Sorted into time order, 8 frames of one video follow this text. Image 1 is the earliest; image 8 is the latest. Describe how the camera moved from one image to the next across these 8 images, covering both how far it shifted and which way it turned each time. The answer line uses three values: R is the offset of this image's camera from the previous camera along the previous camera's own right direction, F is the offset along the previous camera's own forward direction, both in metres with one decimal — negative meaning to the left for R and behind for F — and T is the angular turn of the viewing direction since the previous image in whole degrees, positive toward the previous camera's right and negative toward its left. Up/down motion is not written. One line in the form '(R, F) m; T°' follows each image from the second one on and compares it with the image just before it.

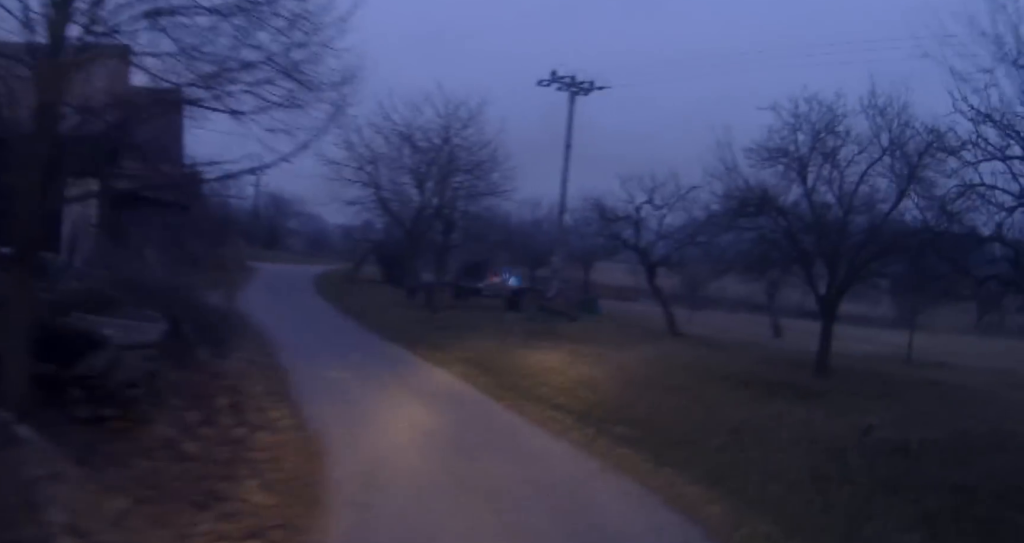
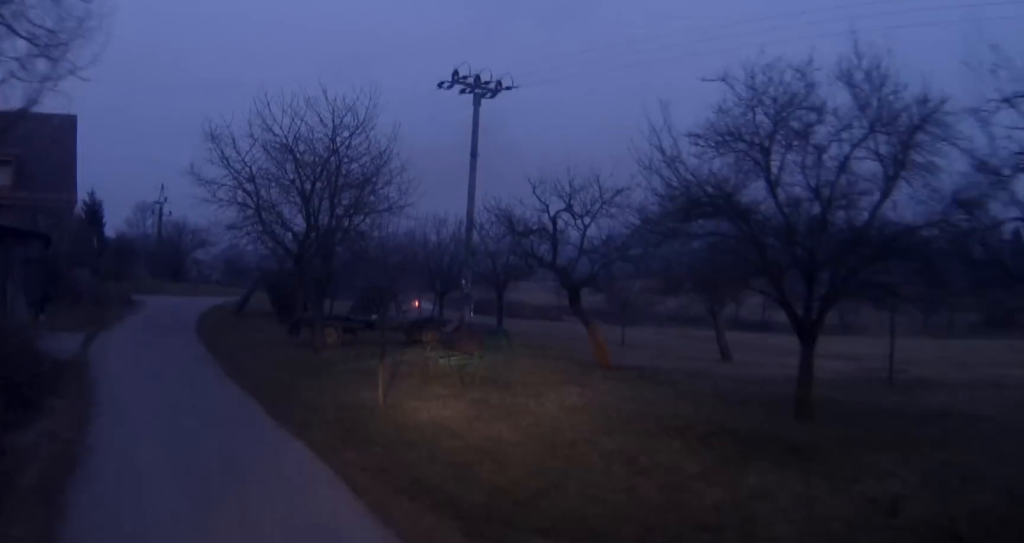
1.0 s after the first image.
(+0.6, +4.4) m; +10°
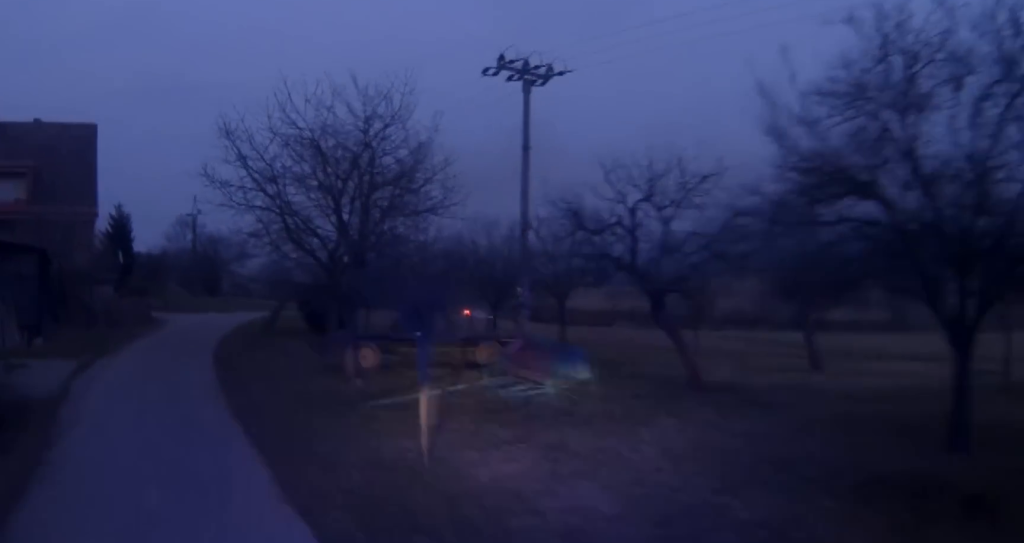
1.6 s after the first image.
(+0.1, +3.0) m; +3°
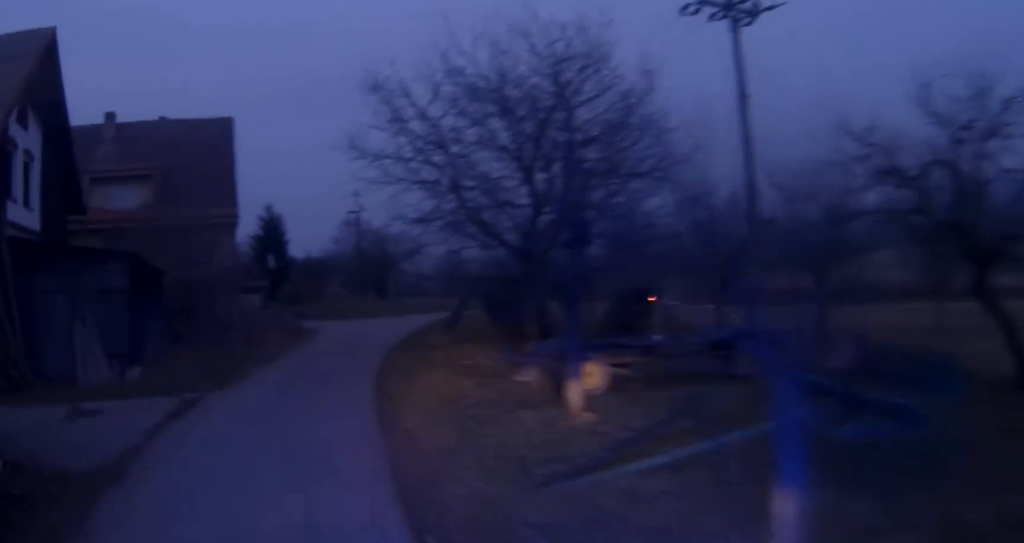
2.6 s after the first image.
(+0.1, +4.6) m; -5°
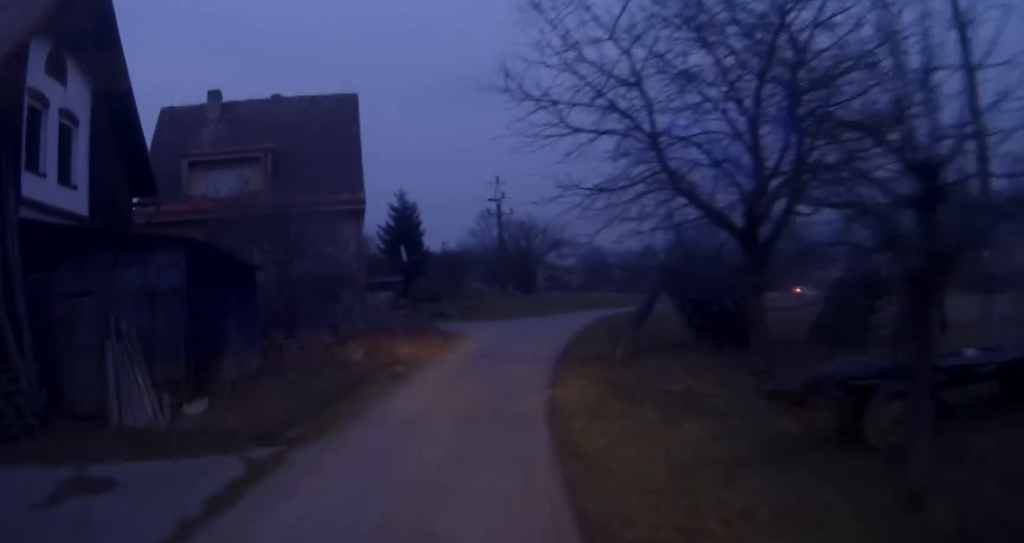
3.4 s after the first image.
(-0.5, +2.9) m; -7°
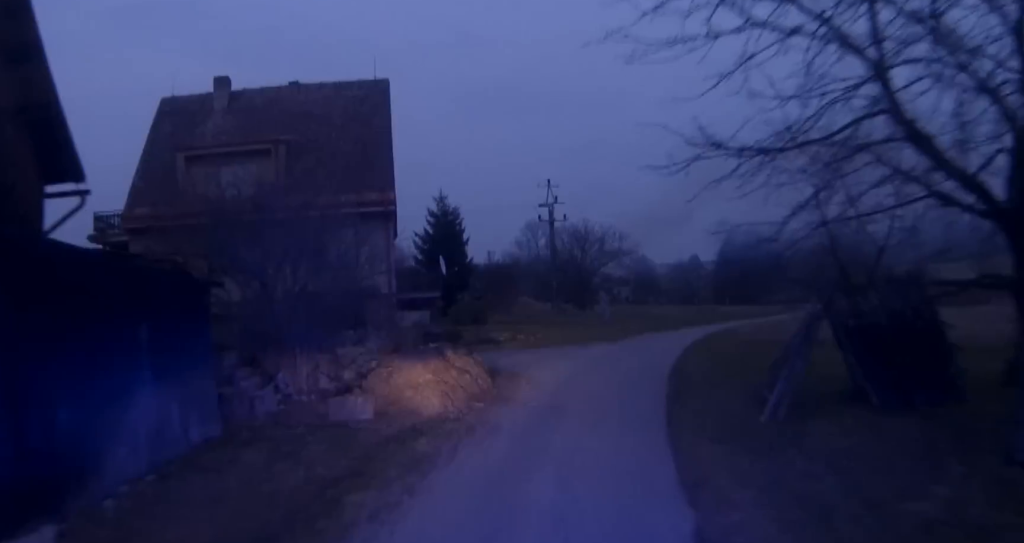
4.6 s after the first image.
(0.0, +3.3) m; +2°
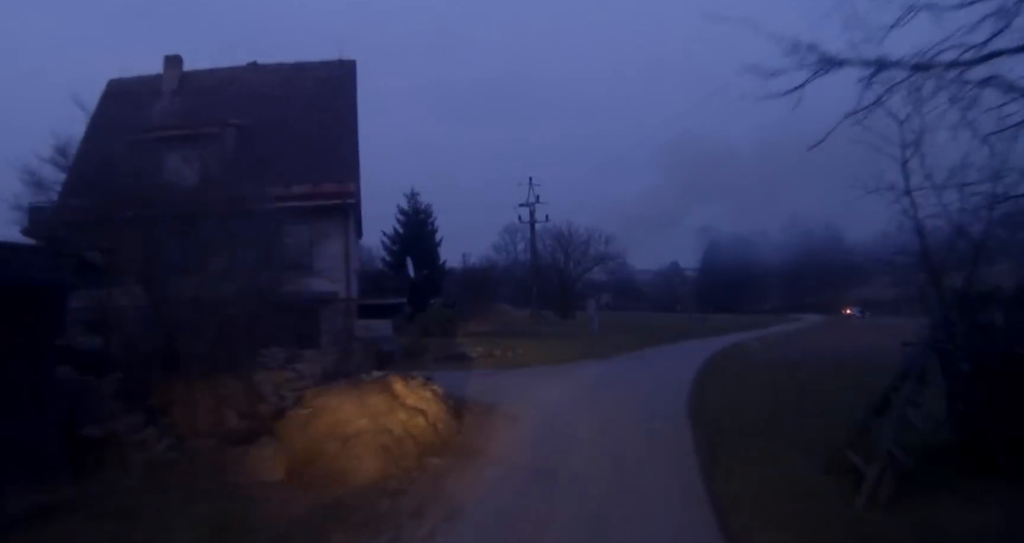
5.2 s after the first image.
(+0.1, +3.0) m; +3°
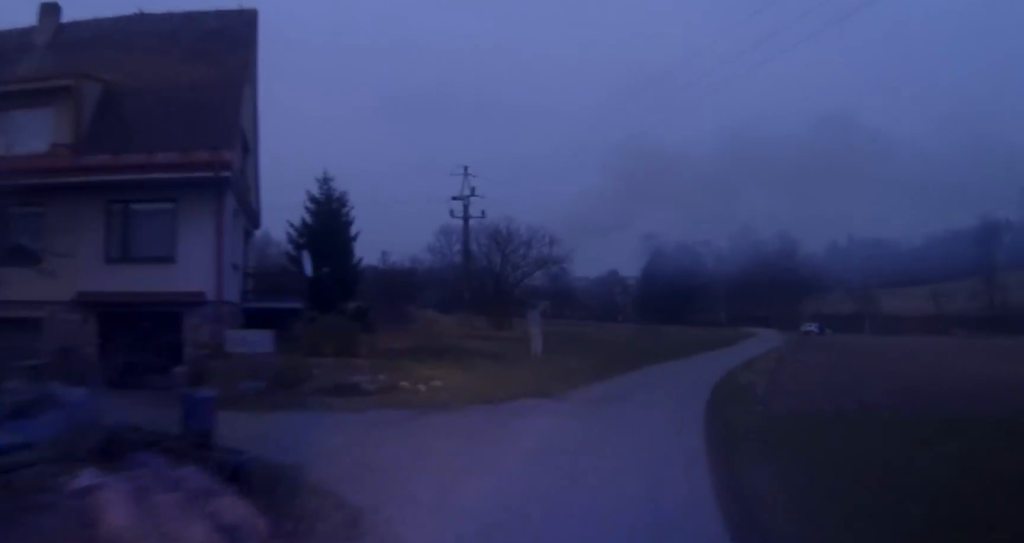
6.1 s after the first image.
(+0.2, +5.5) m; +5°
